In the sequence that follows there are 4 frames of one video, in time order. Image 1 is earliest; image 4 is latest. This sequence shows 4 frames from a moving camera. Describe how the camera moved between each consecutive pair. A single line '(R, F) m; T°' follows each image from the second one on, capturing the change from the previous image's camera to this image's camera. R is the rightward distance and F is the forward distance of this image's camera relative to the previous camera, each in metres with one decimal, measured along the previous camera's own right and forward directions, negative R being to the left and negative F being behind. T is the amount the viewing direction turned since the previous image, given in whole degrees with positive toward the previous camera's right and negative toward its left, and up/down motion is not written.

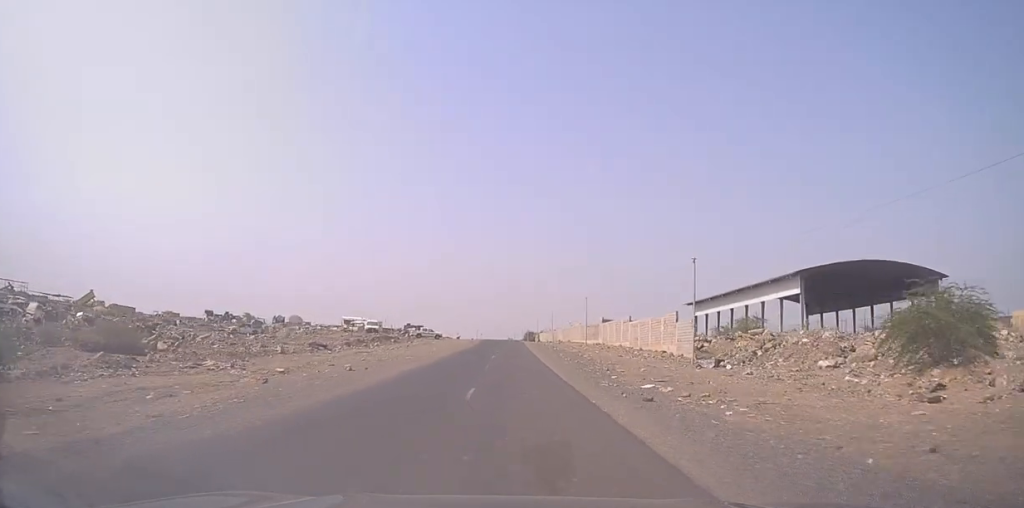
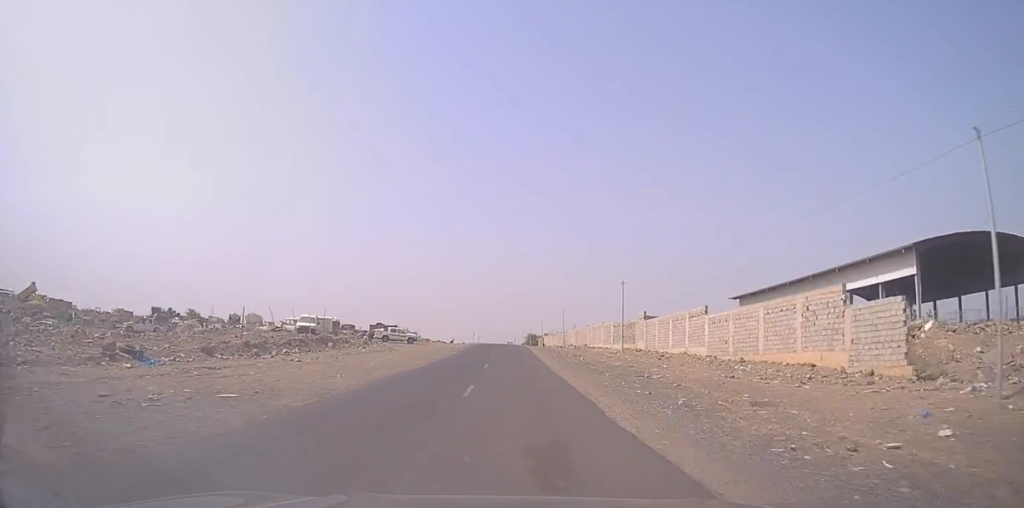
(+0.6, +24.3) m; +1°
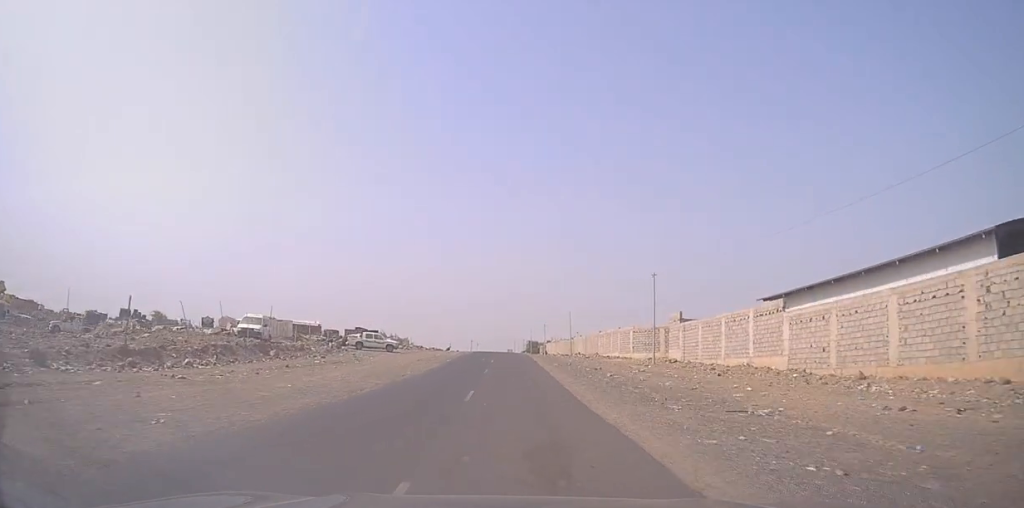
(-0.1, +11.4) m; -1°
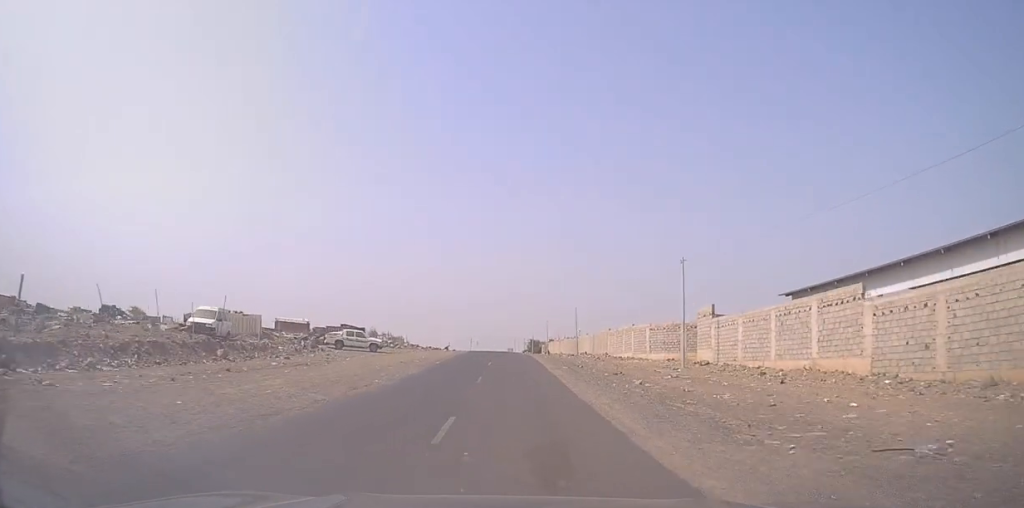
(+0.1, +6.7) m; -1°
